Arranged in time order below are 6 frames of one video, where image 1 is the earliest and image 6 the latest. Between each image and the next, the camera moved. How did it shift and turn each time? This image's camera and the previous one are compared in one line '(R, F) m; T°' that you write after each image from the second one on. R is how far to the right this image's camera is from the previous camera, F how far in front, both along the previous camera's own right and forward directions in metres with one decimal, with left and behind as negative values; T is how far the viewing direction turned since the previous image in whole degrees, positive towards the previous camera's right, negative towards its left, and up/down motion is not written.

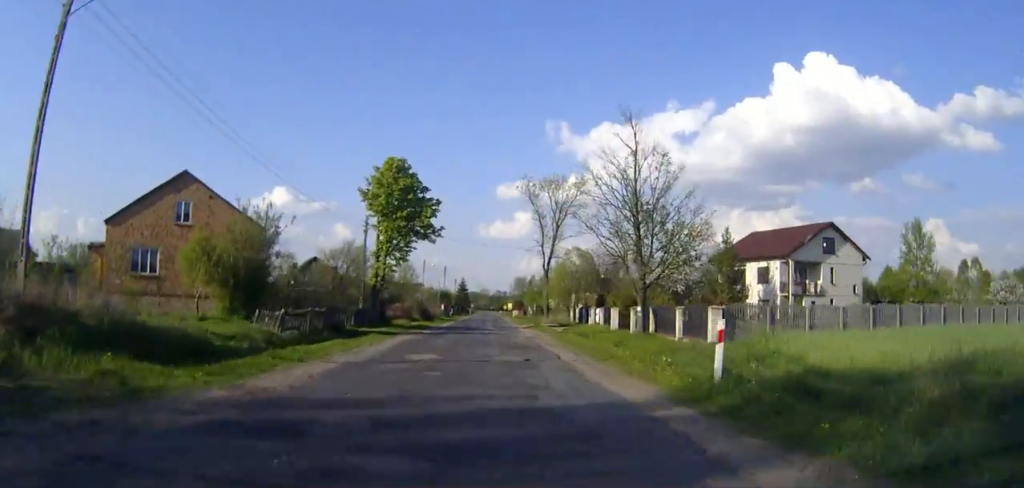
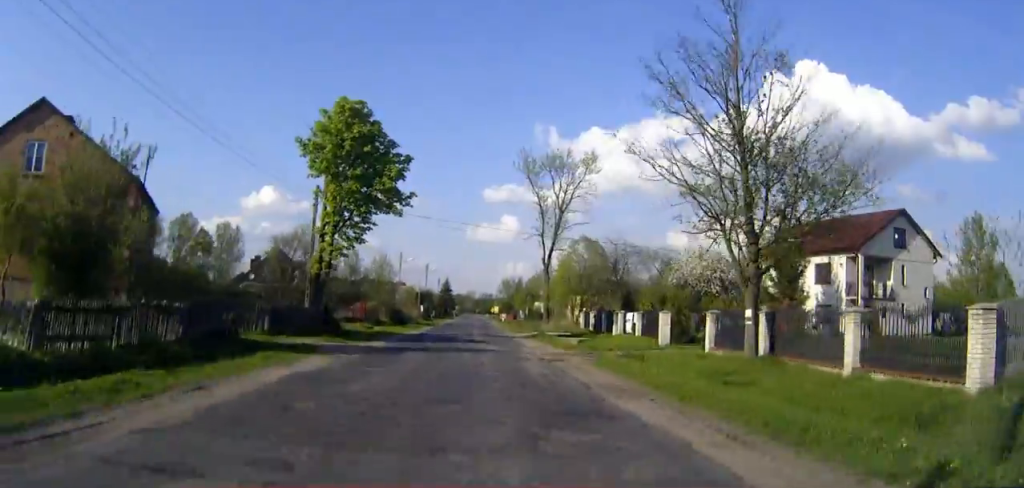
(-0.1, +14.9) m; 0°
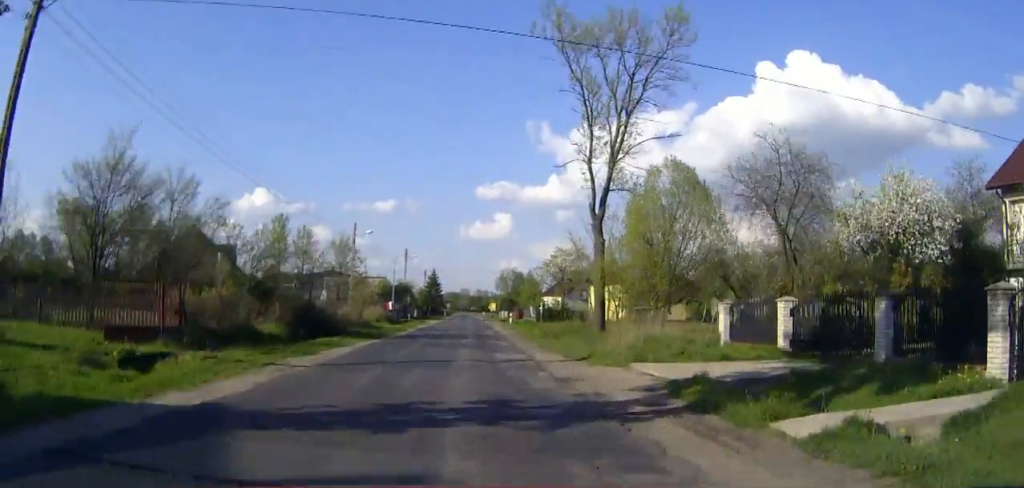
(+0.3, +31.7) m; +1°
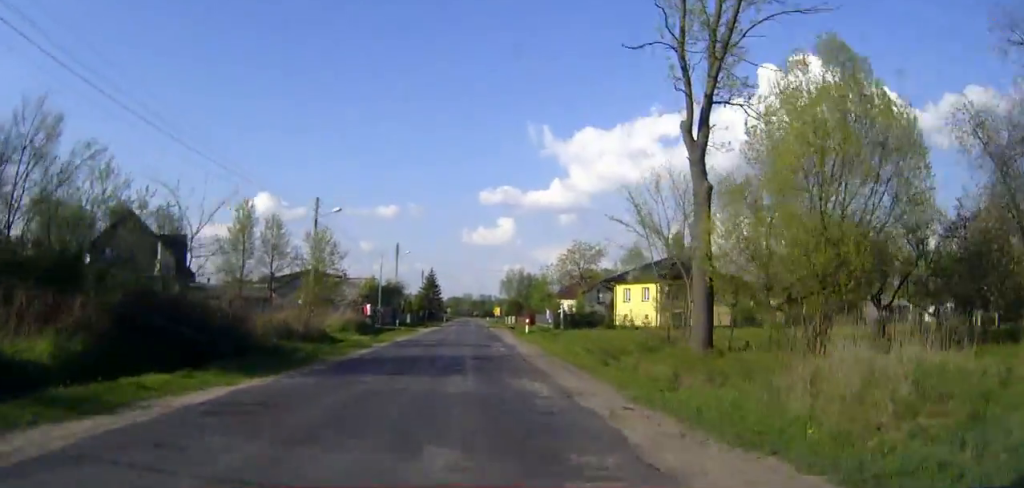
(0.0, +16.2) m; 0°
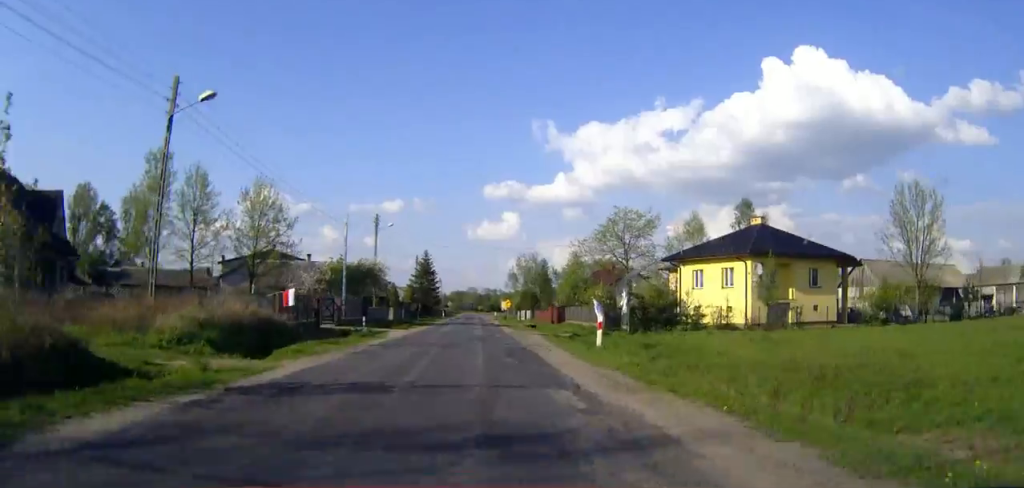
(-0.1, +24.7) m; 0°
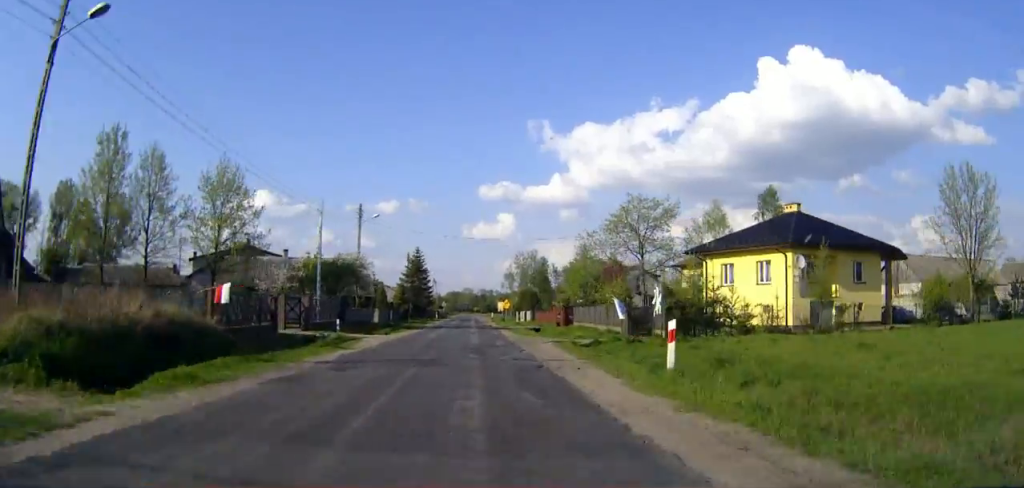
(0.0, +7.9) m; 0°
